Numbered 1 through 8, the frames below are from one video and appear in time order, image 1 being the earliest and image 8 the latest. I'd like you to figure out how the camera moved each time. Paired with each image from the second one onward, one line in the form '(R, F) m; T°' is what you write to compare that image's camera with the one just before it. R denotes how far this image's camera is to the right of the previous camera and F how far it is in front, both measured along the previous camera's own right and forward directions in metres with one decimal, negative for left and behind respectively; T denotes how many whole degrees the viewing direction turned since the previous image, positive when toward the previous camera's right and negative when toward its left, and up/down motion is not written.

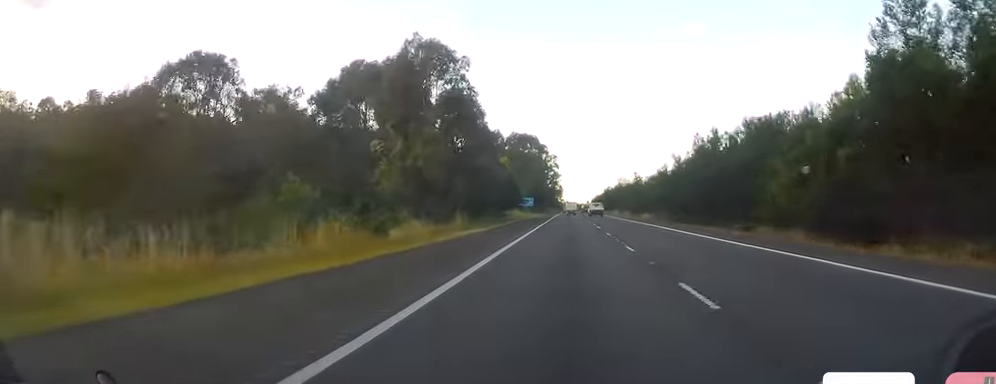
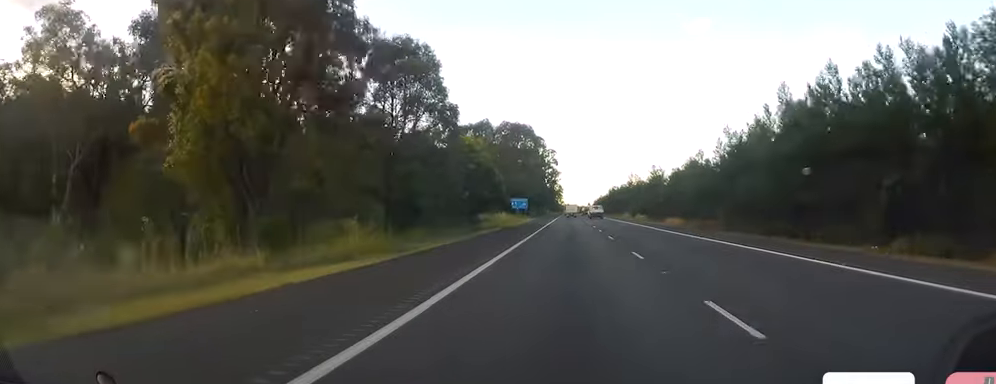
(+0.6, +25.7) m; +1°
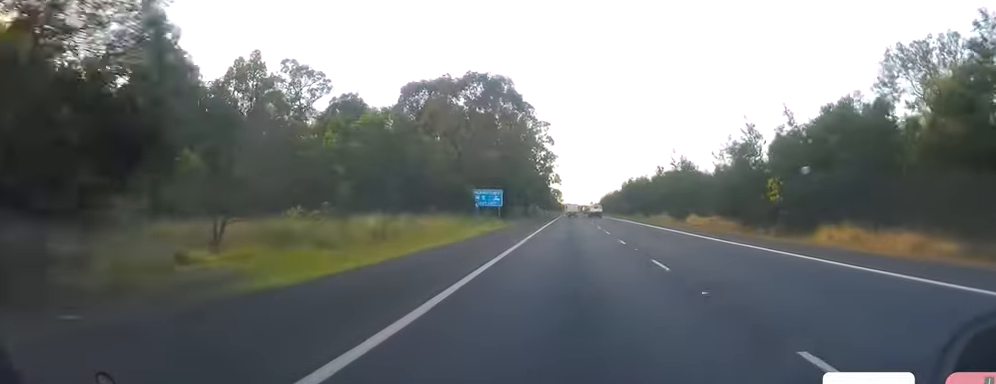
(-0.9, +51.5) m; -1°
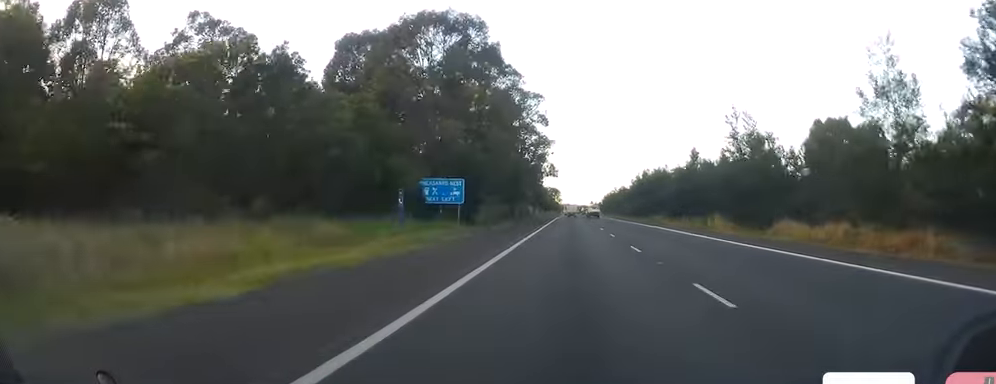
(+0.4, +29.5) m; +1°
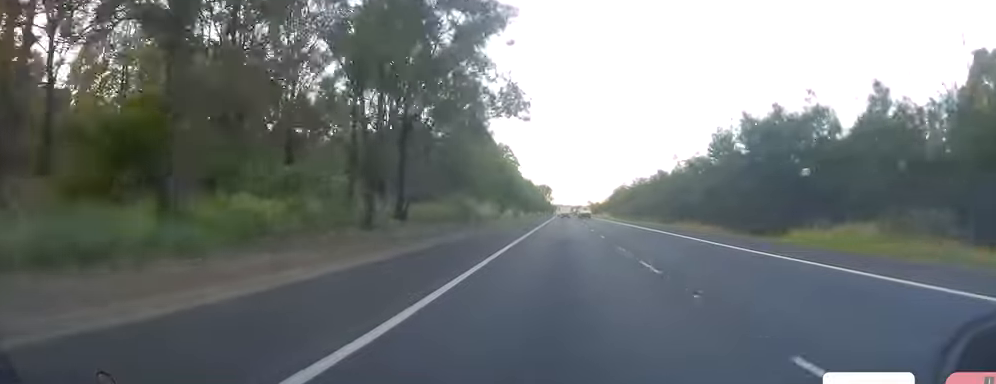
(-1.0, +65.9) m; -1°
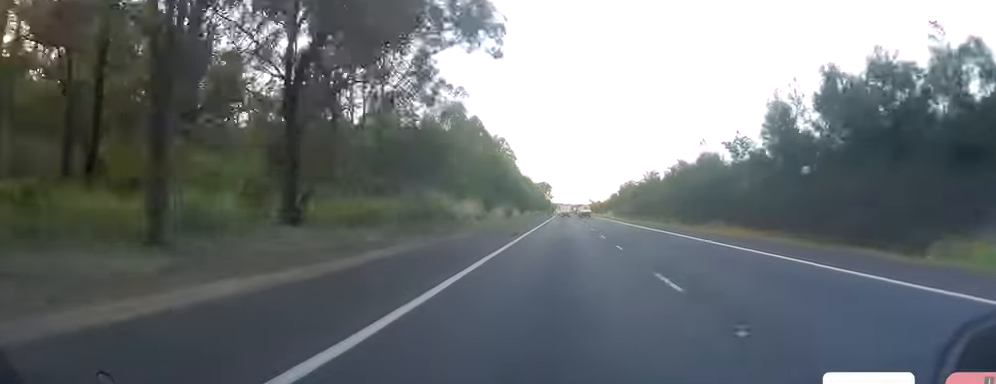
(+0.3, +15.2) m; +1°
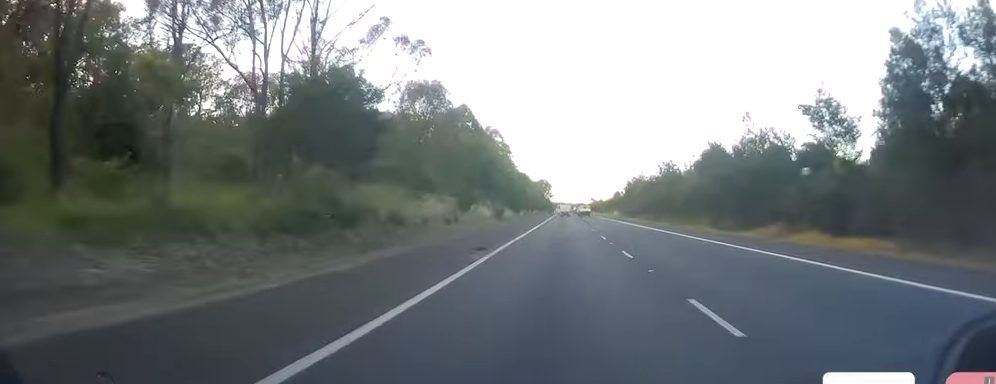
(+0.2, +16.2) m; +1°
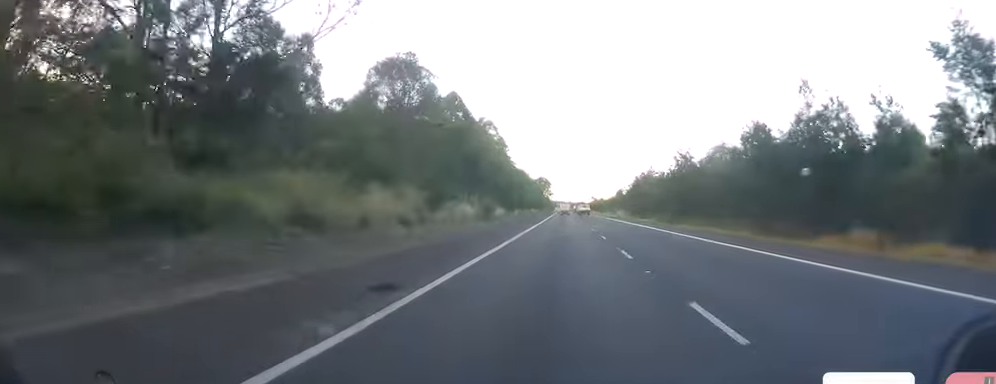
(+0.1, +12.4) m; 0°
